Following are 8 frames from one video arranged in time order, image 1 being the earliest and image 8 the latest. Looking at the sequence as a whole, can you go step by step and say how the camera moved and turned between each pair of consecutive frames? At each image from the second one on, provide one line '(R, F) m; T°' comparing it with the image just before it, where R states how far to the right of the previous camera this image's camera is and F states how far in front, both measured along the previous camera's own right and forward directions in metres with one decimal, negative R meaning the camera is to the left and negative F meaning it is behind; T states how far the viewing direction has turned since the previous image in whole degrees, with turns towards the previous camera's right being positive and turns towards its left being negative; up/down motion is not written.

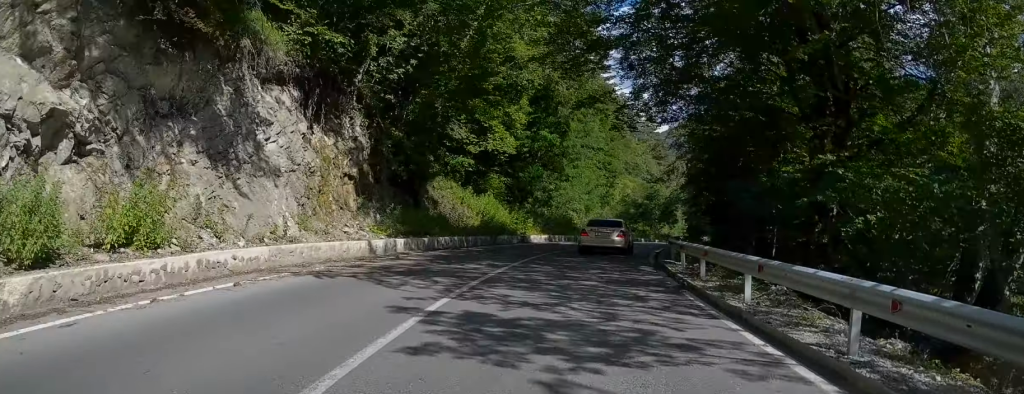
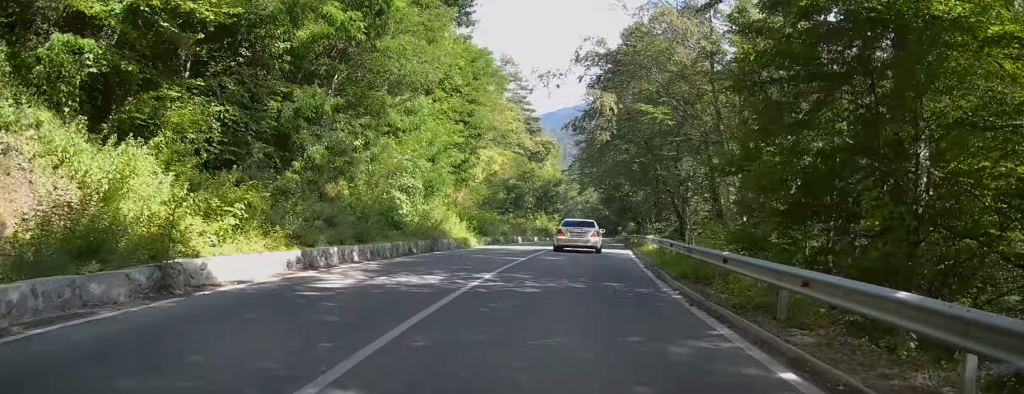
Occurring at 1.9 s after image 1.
(+2.9, +25.7) m; +11°
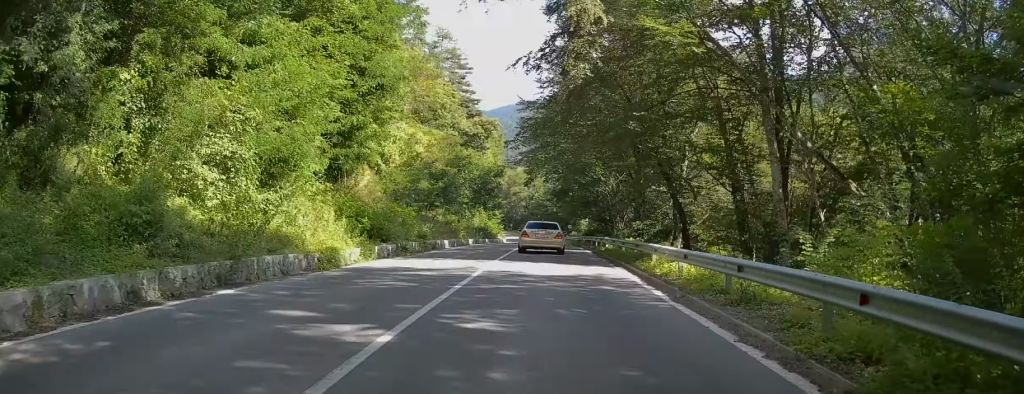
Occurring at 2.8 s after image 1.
(+0.4, +13.5) m; +4°
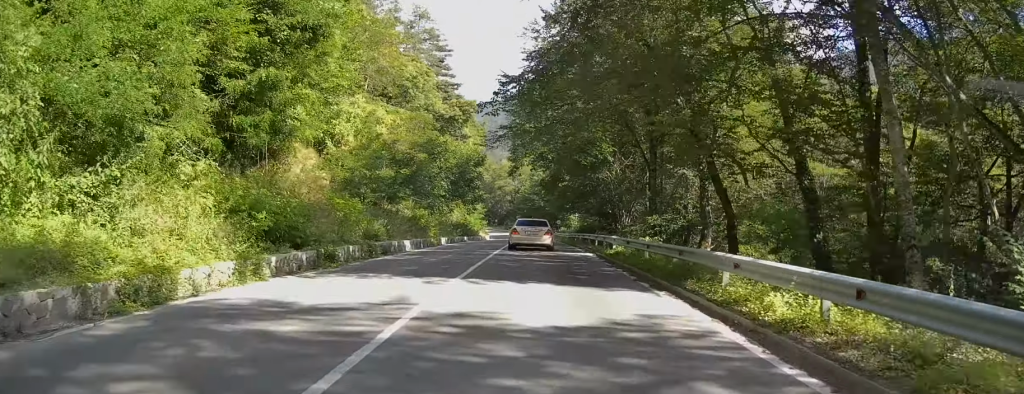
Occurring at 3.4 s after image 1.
(+0.3, +8.1) m; +2°
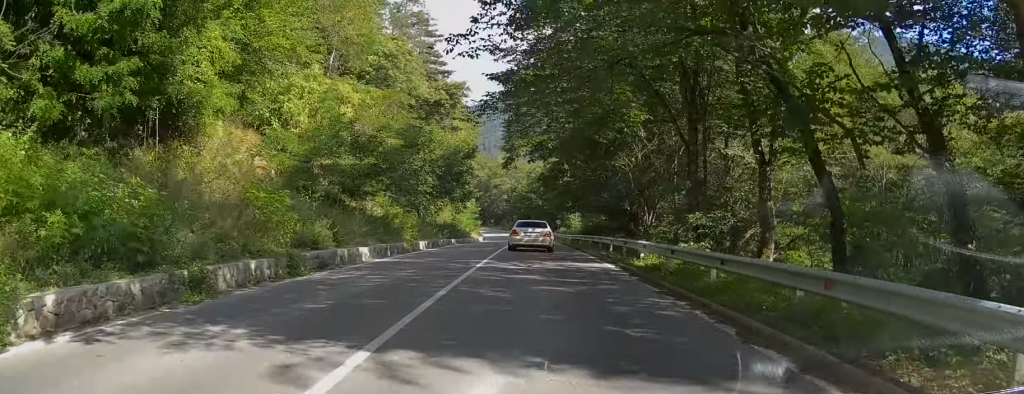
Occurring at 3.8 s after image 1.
(+0.1, +7.2) m; +1°
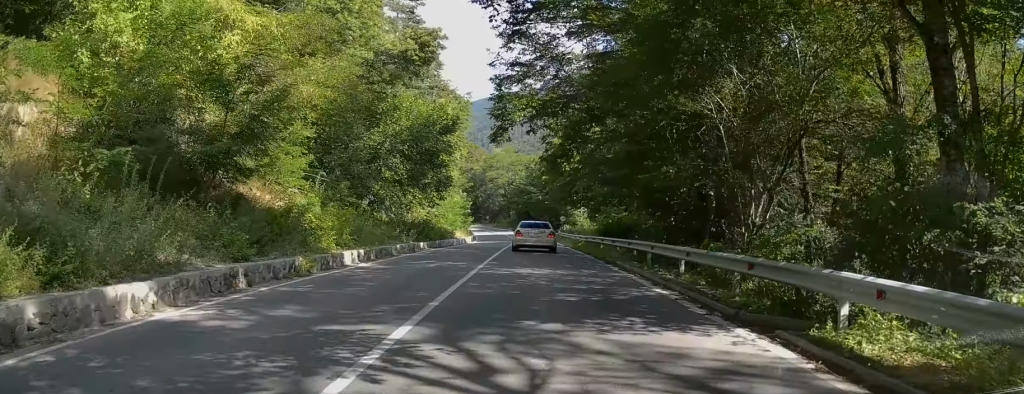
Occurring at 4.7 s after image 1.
(+0.2, +13.0) m; +1°
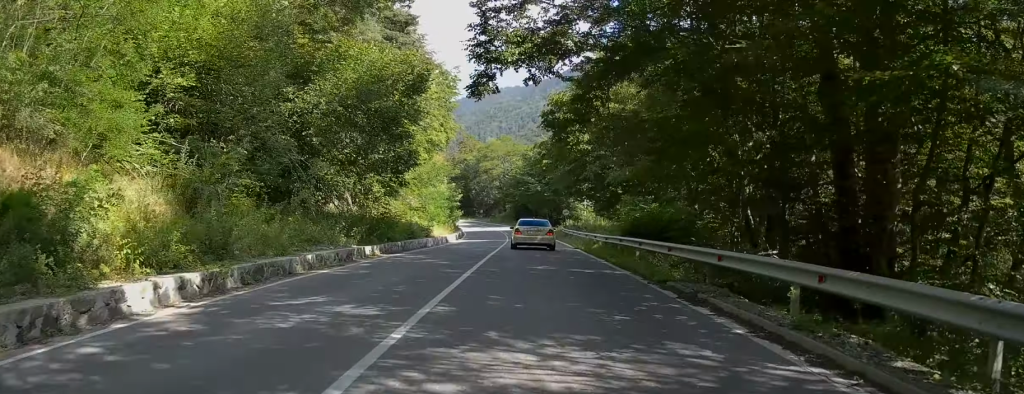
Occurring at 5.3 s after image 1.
(-0.1, +10.4) m; -1°
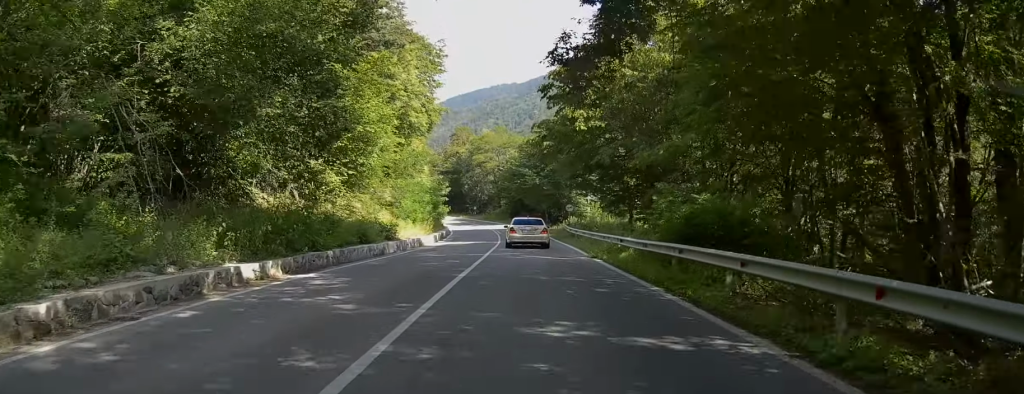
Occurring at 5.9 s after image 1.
(-0.1, +9.2) m; 0°
